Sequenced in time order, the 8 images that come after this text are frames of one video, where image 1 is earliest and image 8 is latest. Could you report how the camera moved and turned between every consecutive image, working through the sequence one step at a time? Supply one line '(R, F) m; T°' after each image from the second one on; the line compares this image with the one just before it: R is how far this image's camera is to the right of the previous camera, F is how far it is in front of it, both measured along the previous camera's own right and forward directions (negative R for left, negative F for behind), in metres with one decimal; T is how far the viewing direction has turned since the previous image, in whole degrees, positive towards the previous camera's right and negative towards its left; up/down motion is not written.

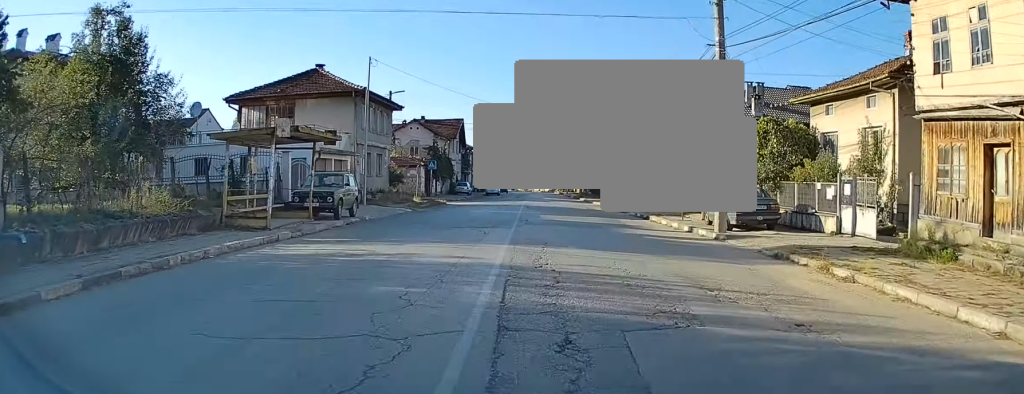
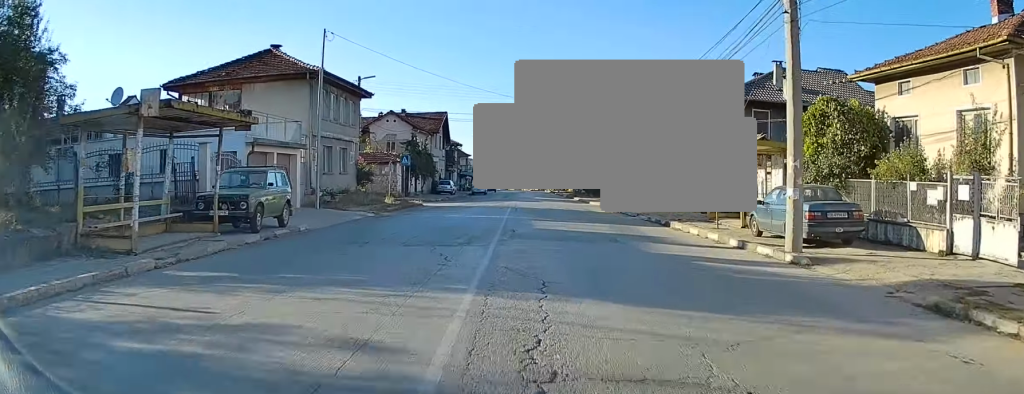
(+0.3, +6.5) m; +1°
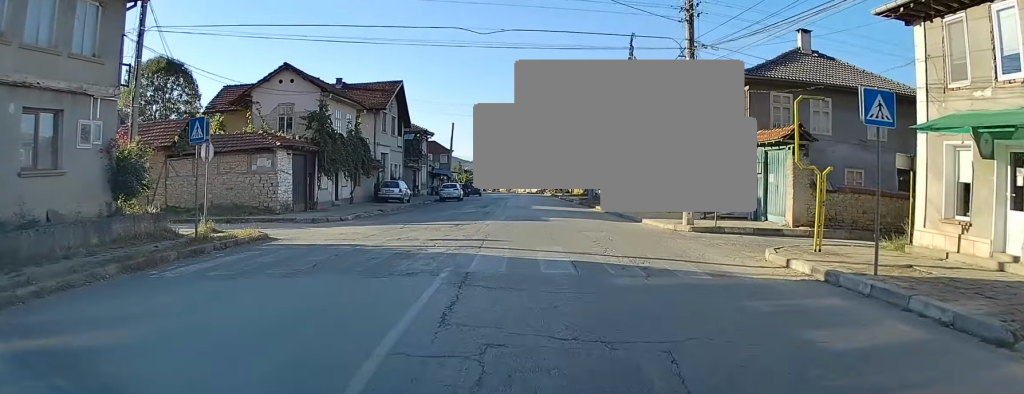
(+0.8, +25.7) m; +2°
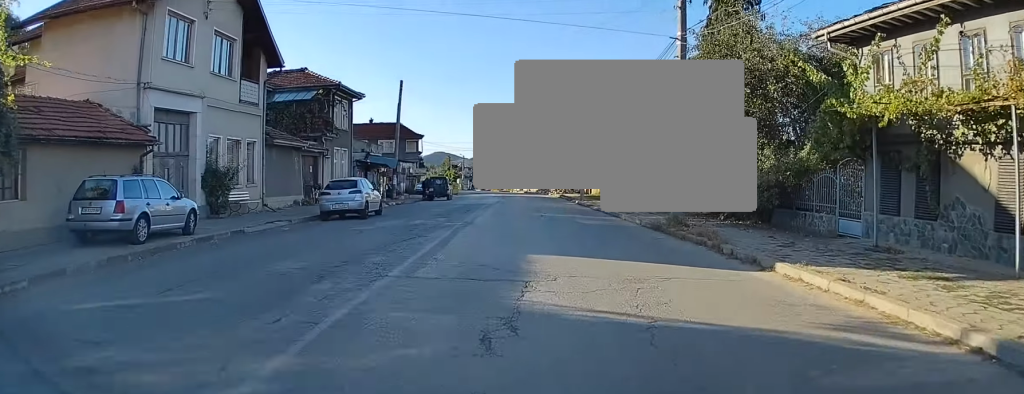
(-0.1, +31.2) m; -1°
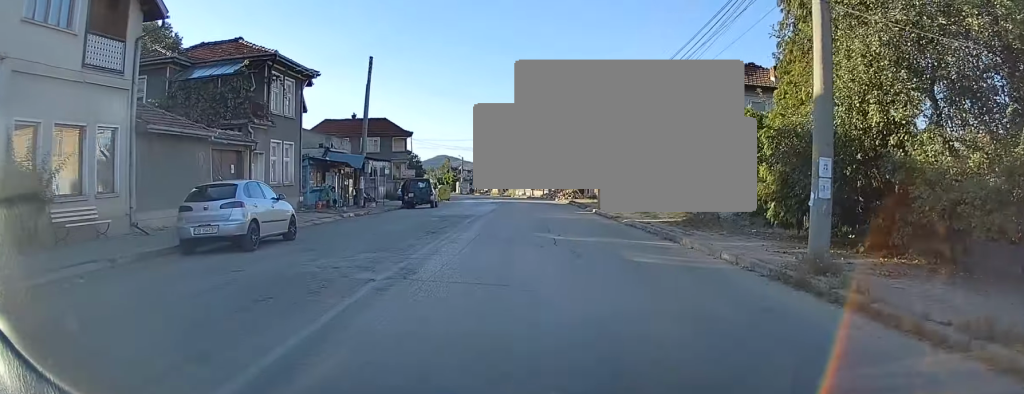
(-0.1, +10.4) m; -1°
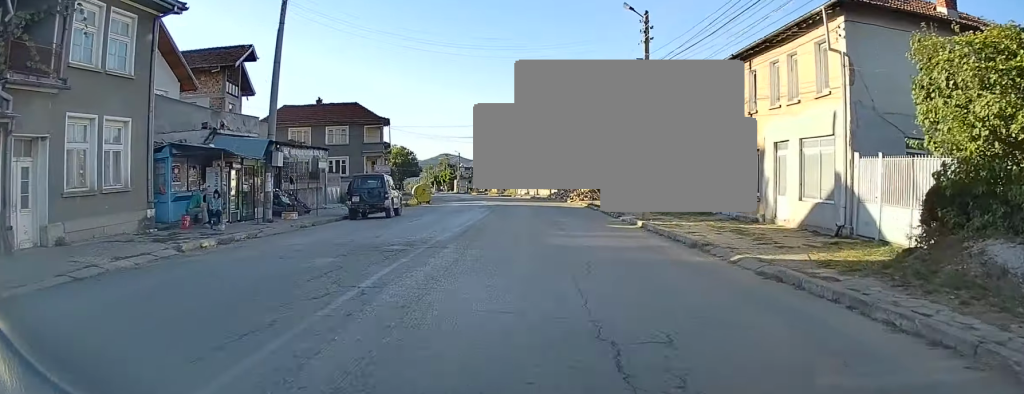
(-0.1, +14.3) m; 0°
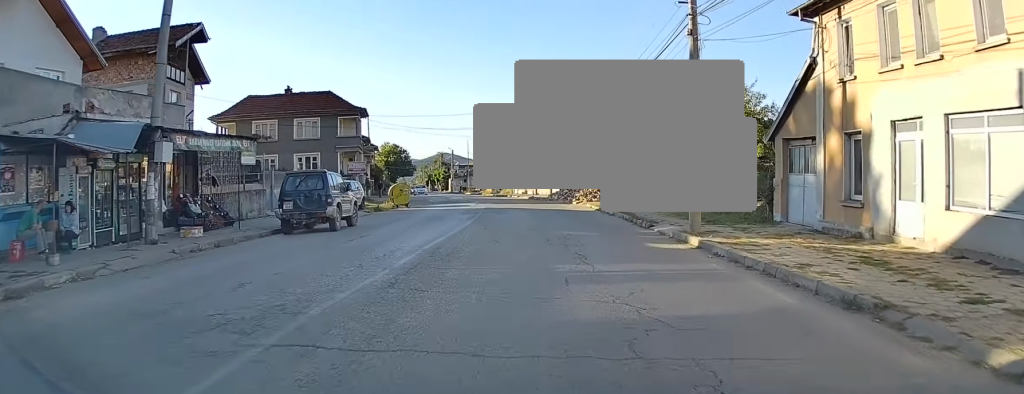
(0.0, +7.8) m; 0°
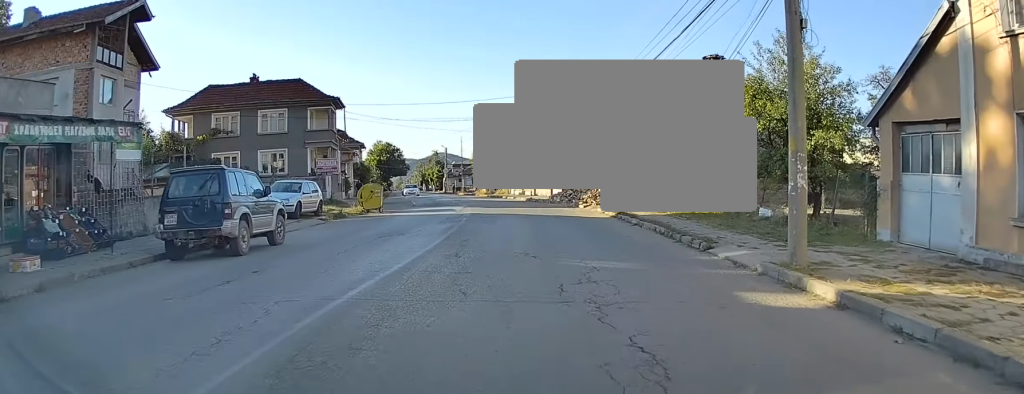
(+0.1, +7.0) m; 0°
